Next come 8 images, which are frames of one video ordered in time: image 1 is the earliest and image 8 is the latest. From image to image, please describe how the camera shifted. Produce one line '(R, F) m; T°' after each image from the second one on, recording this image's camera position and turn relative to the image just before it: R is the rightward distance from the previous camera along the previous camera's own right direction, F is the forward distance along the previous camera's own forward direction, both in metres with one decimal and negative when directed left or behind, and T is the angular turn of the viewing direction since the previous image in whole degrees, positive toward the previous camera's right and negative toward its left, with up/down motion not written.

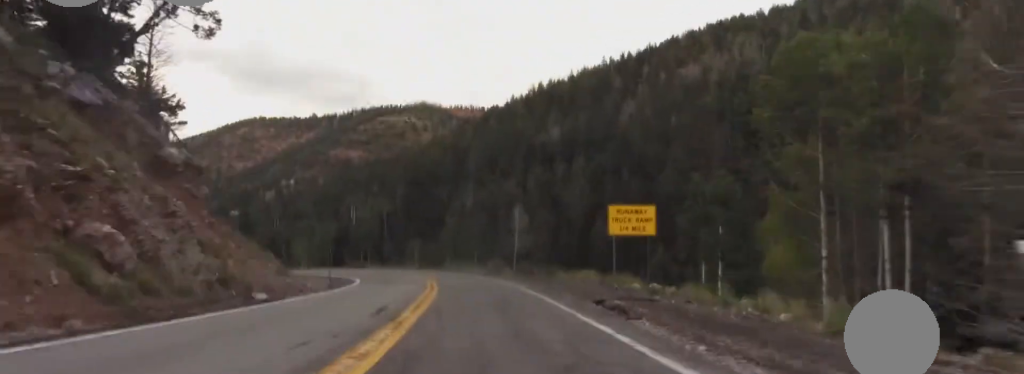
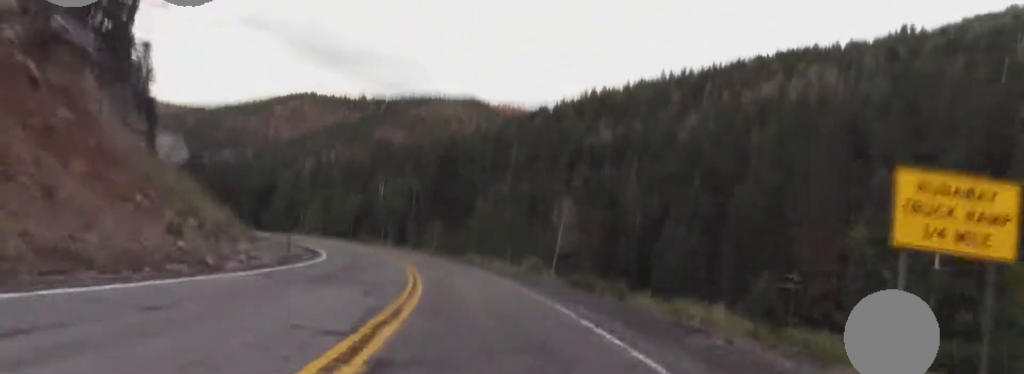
(+0.3, +15.3) m; -3°
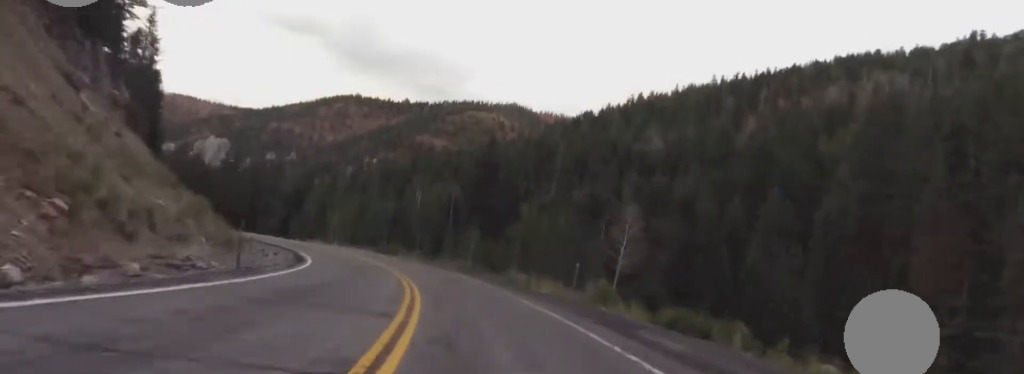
(-0.6, +10.3) m; -4°
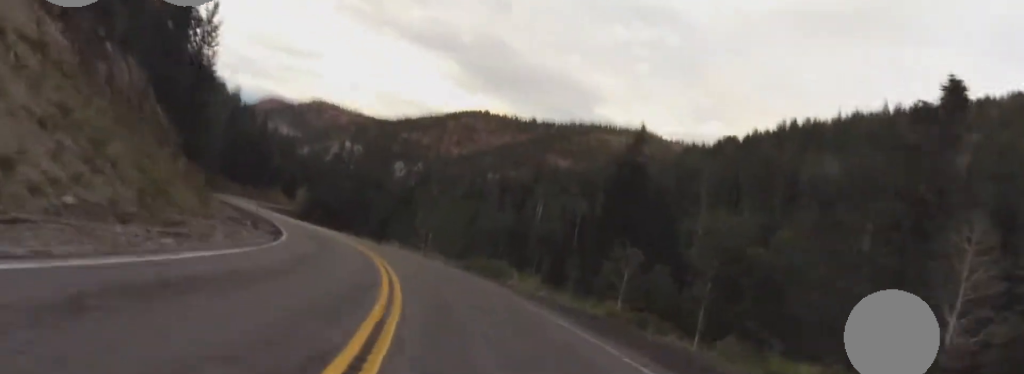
(-1.7, +23.6) m; -12°
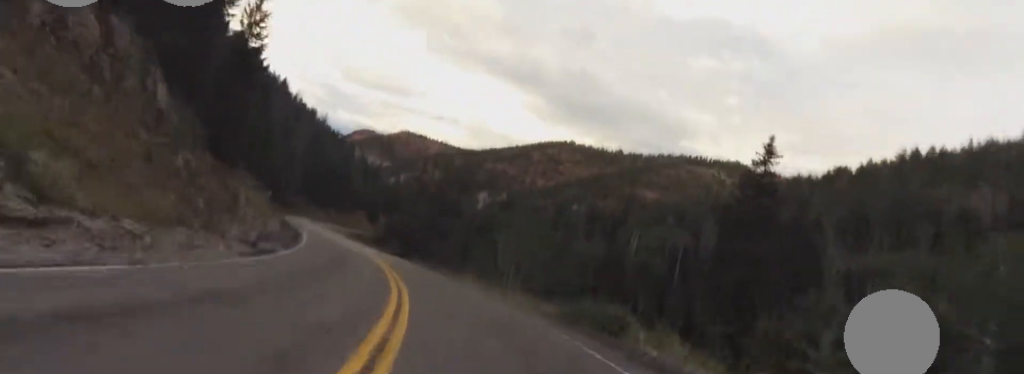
(-1.5, +11.7) m; -5°
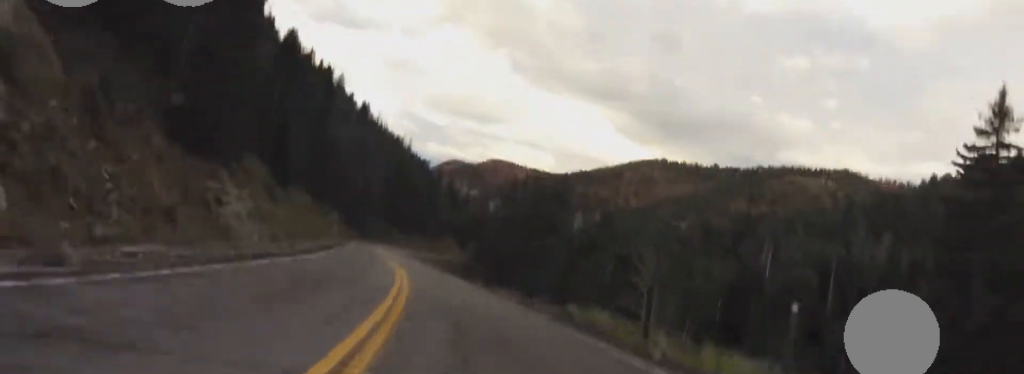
(-0.1, +17.6) m; -8°
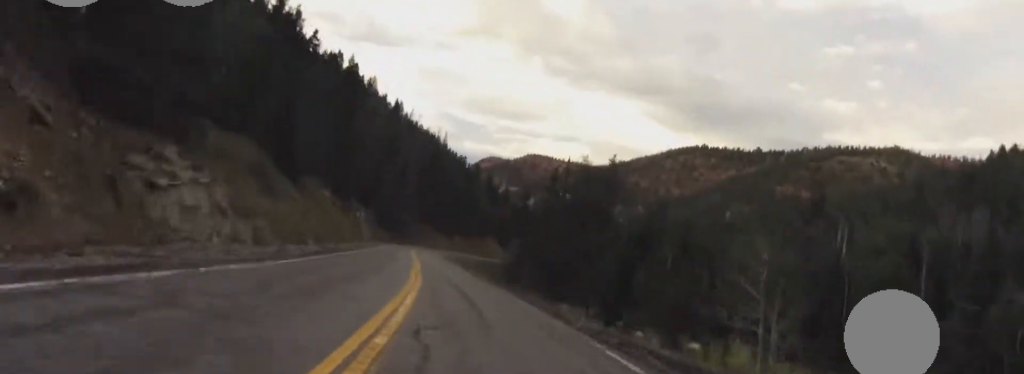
(-1.0, +9.2) m; -5°
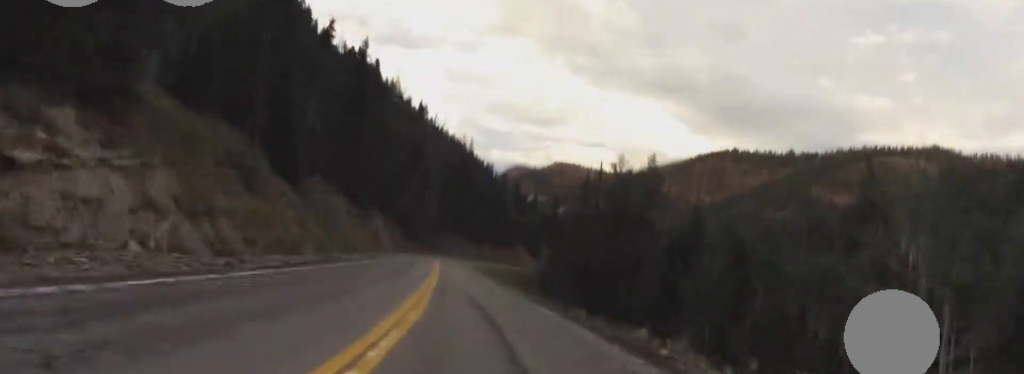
(-0.5, +7.1) m; -4°
